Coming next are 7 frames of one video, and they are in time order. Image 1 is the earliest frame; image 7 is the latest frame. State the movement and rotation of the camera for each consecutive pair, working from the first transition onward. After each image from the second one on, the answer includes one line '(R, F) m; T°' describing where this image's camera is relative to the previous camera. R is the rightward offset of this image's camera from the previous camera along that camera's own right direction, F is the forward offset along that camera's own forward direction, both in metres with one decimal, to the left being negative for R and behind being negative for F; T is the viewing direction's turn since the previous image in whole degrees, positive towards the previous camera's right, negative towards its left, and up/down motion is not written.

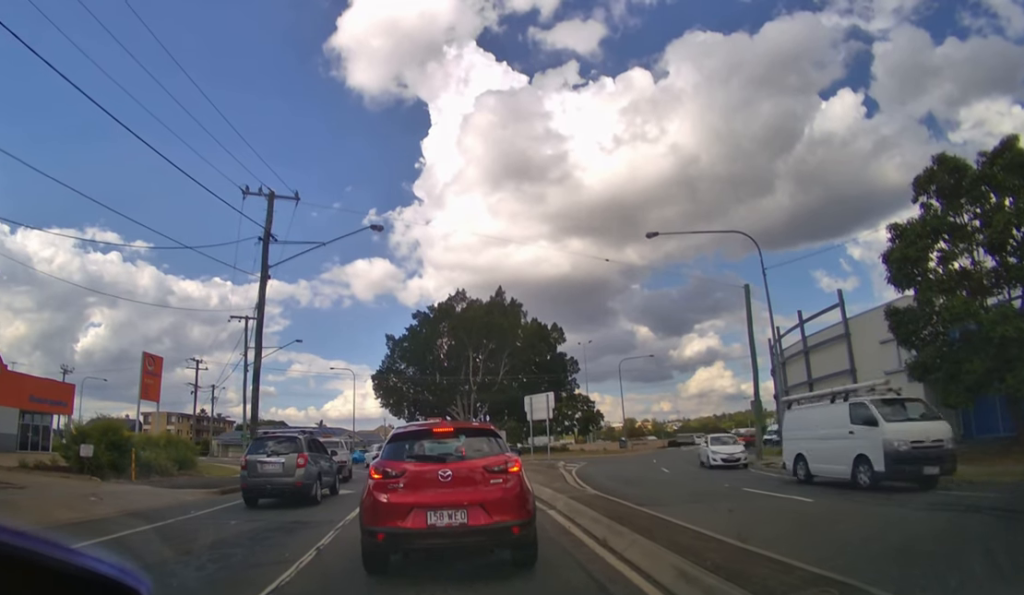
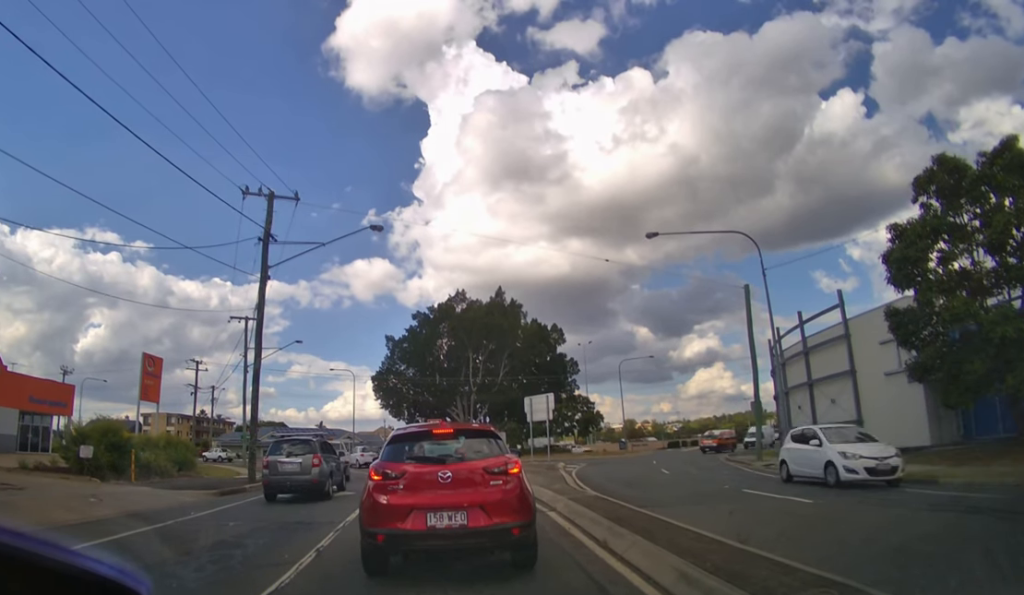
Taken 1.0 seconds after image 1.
(0.0, +0.1) m; 0°
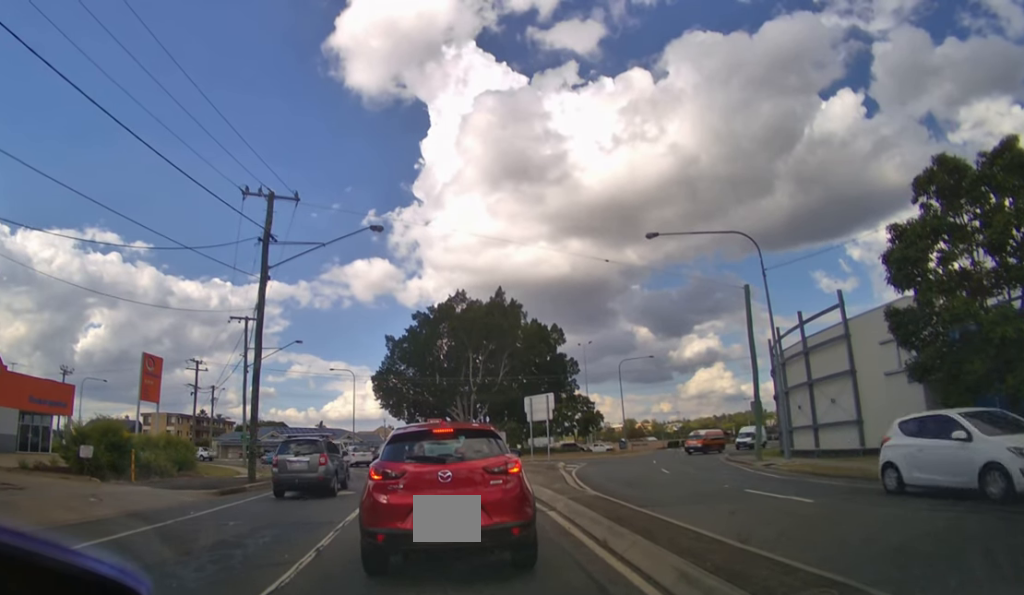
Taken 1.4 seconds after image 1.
(0.0, 0.0) m; 0°
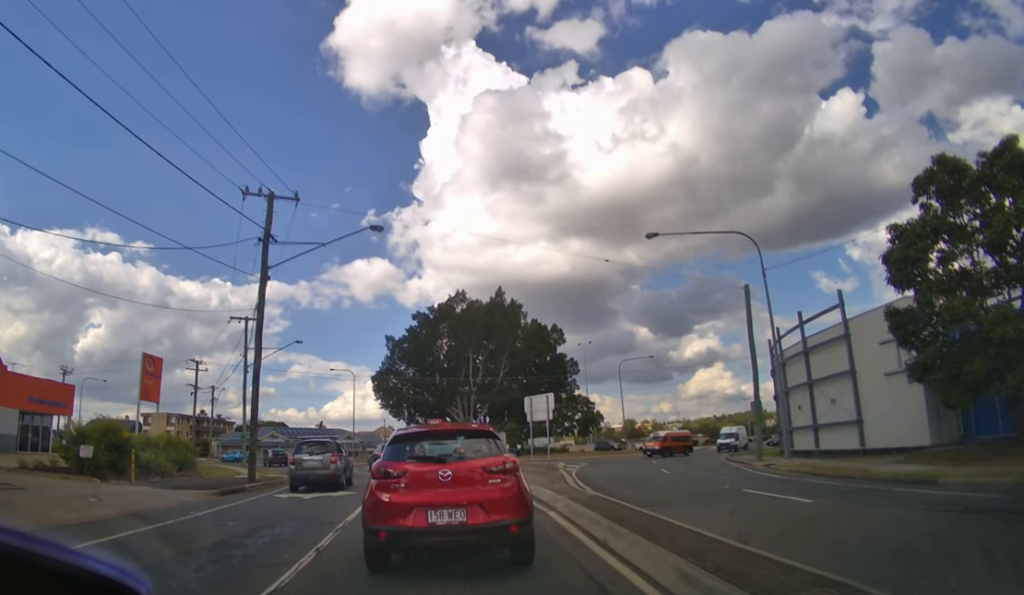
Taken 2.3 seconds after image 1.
(0.0, 0.0) m; 0°
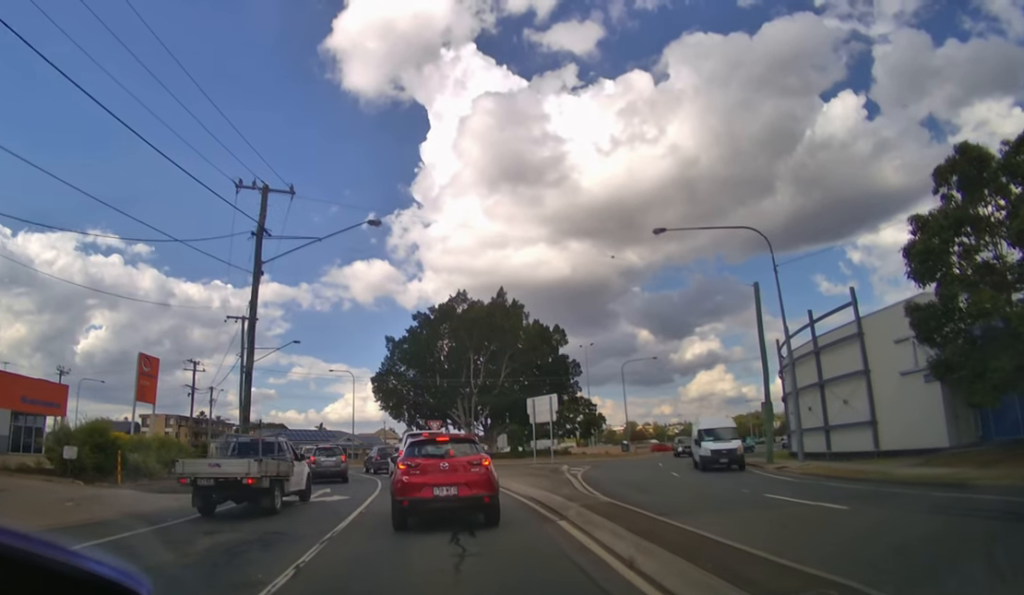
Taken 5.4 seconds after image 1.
(0.0, +0.7) m; +1°
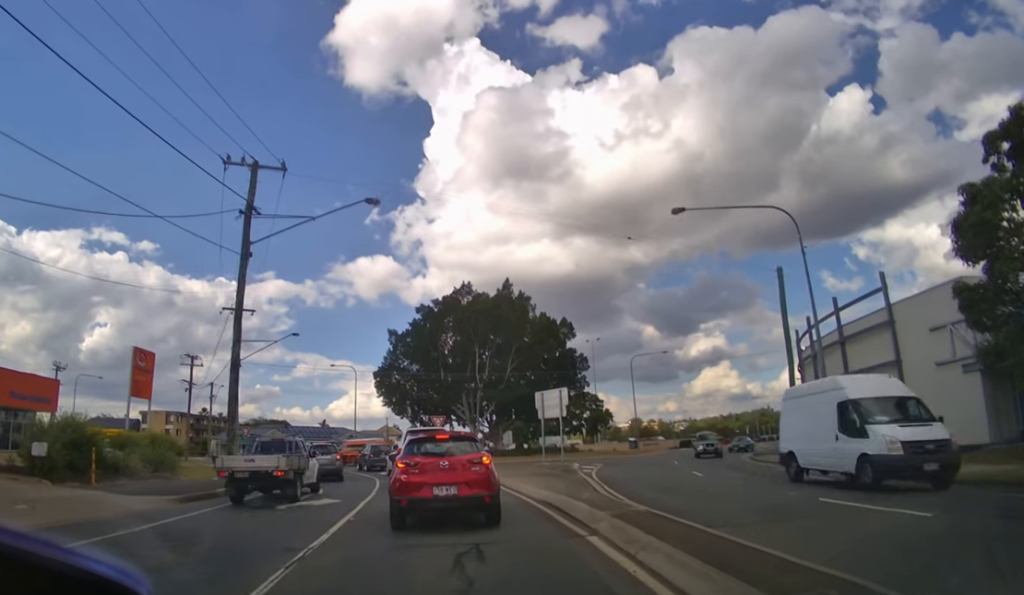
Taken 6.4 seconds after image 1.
(0.0, +1.4) m; +1°
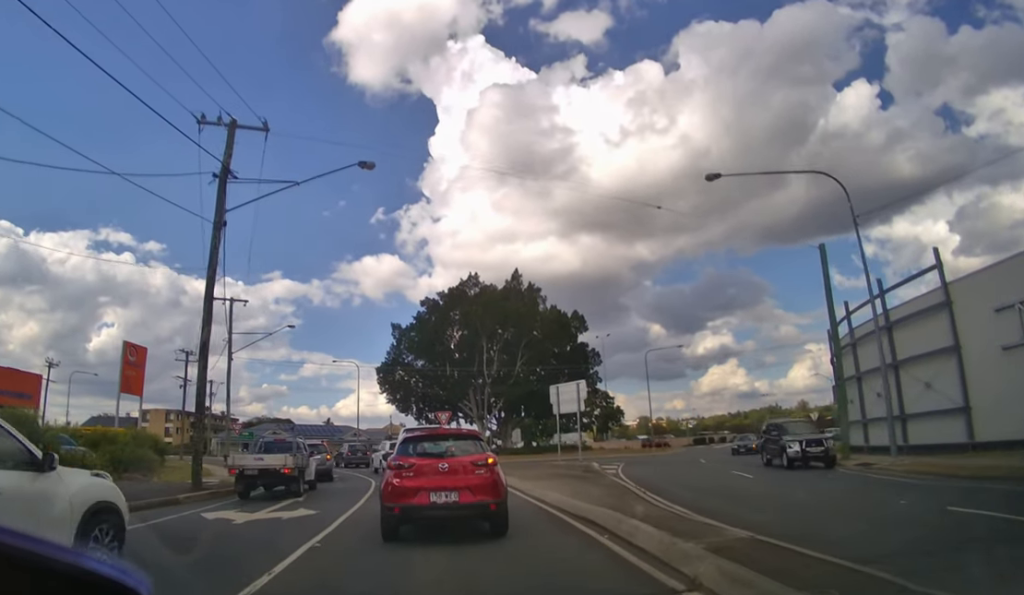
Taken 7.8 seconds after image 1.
(0.0, +2.4) m; -1°
